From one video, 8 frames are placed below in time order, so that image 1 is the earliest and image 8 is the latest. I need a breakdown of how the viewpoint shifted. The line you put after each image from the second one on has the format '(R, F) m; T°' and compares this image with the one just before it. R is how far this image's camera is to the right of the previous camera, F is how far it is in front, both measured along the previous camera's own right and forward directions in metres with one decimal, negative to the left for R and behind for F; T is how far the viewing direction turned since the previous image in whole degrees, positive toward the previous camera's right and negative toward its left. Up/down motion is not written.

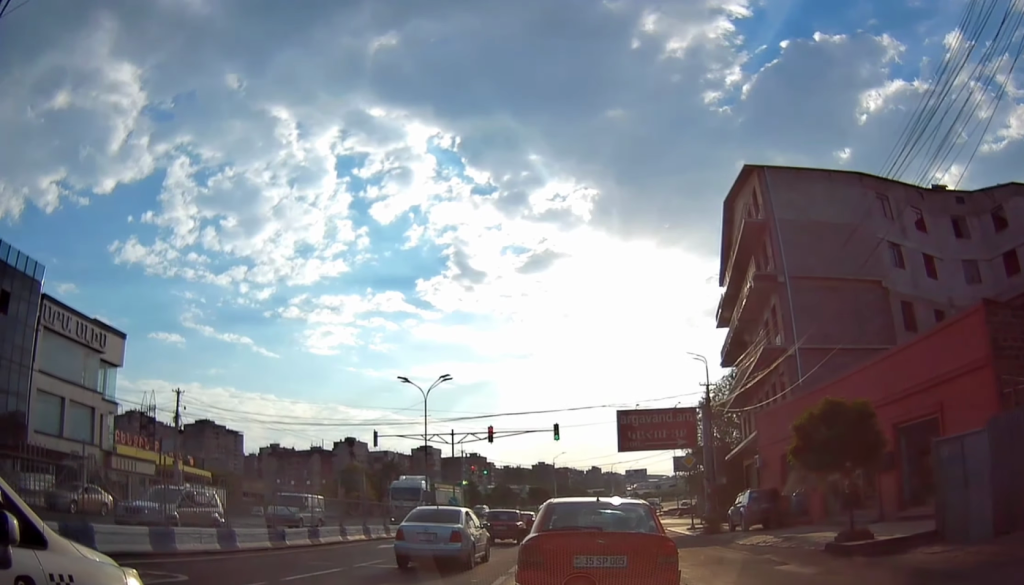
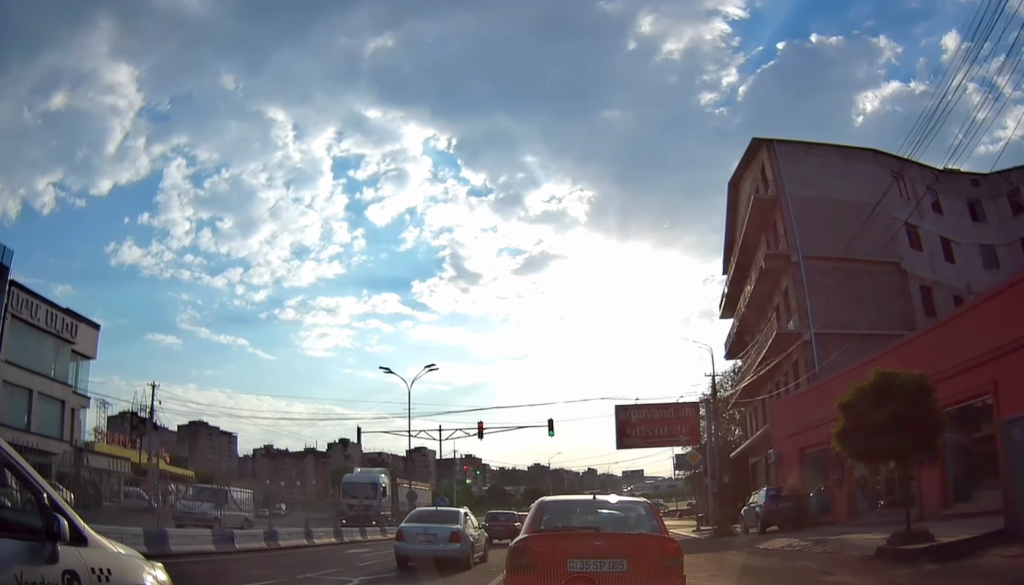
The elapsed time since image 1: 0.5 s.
(0.0, +2.8) m; 0°
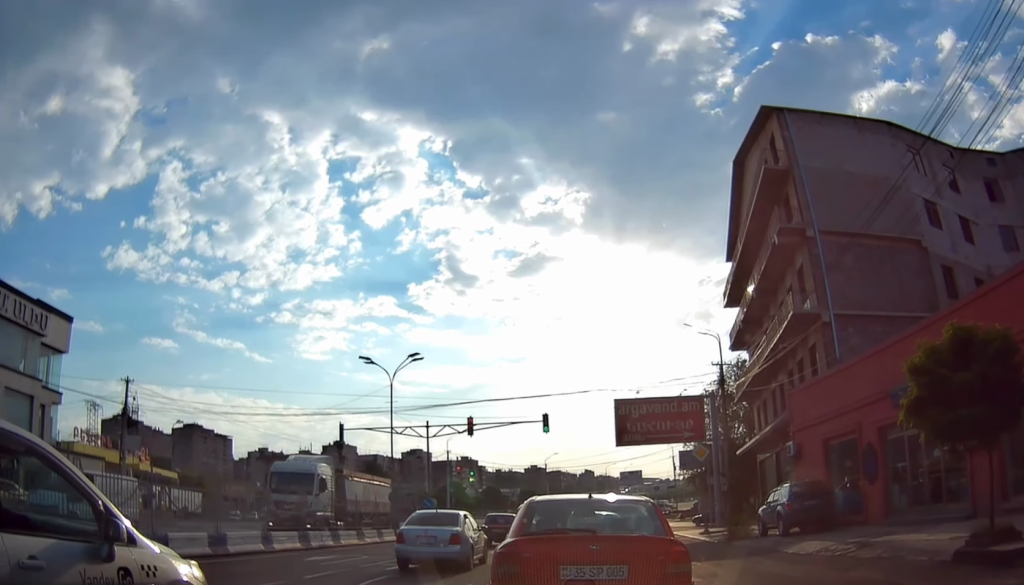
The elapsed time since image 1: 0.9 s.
(-0.1, +2.9) m; +1°
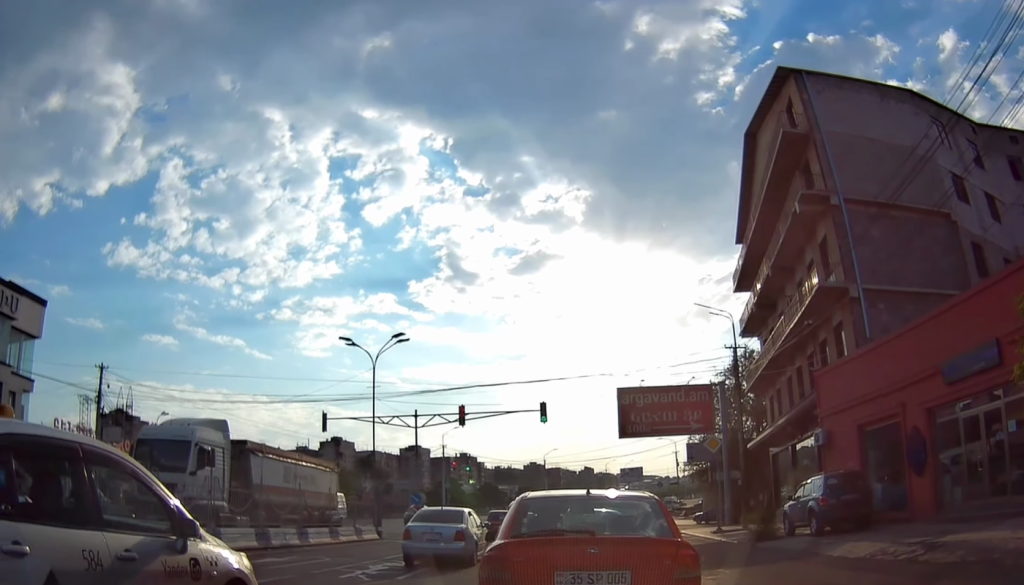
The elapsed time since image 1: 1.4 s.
(-0.1, +3.1) m; +1°
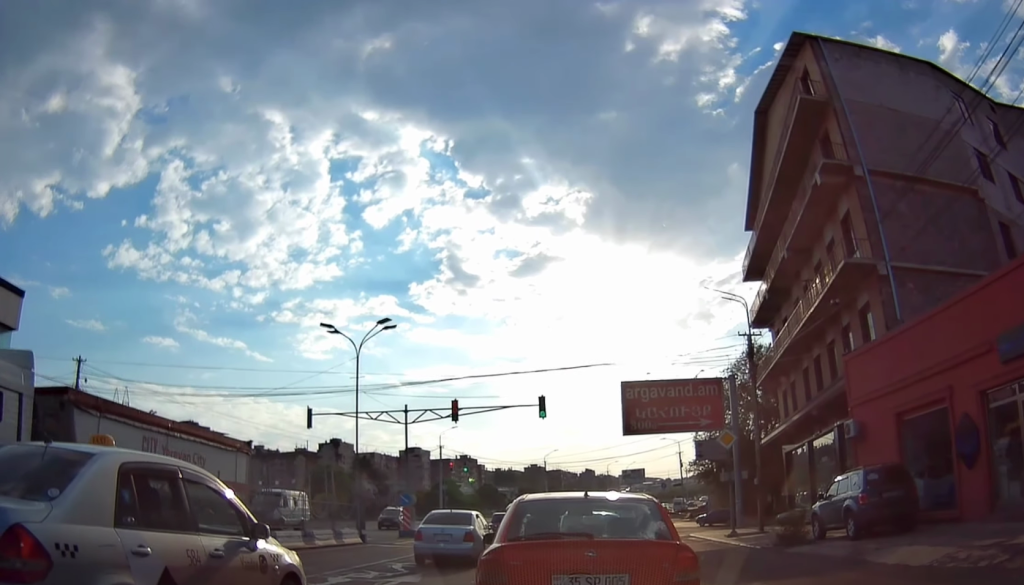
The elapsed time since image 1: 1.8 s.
(+0.1, +2.8) m; +2°
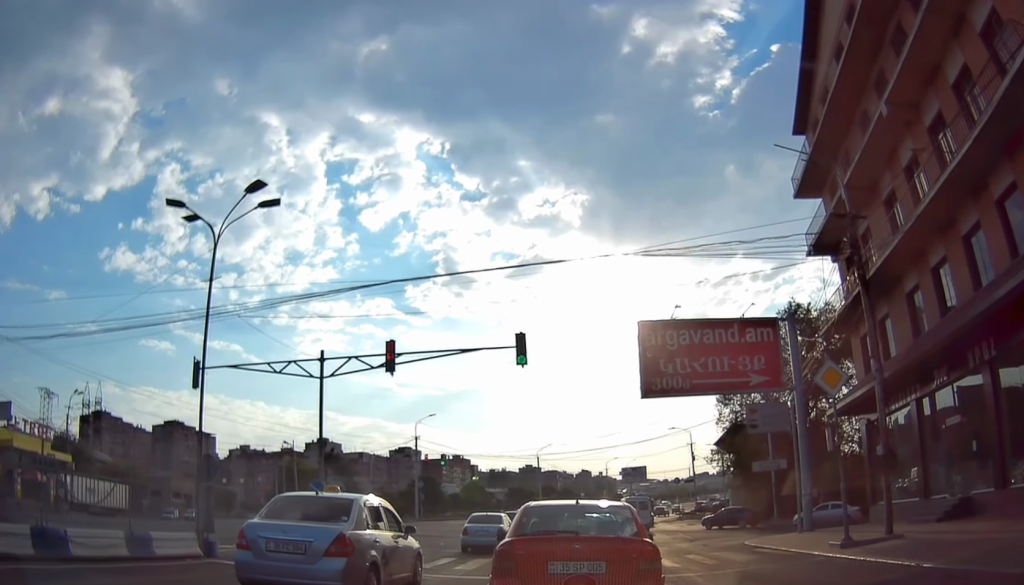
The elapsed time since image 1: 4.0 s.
(+0.5, +13.1) m; +4°
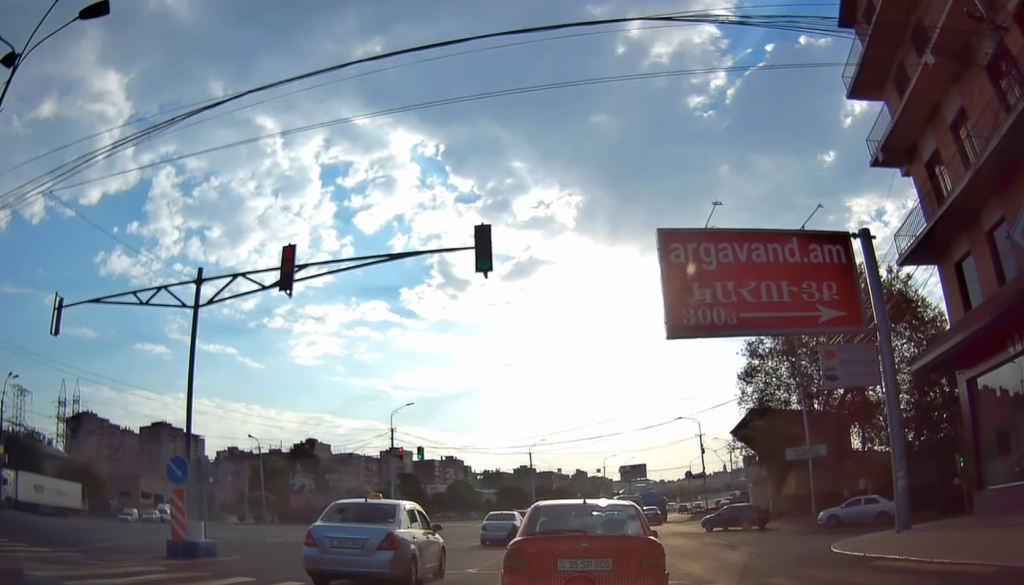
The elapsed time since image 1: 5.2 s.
(+0.4, +8.7) m; +1°
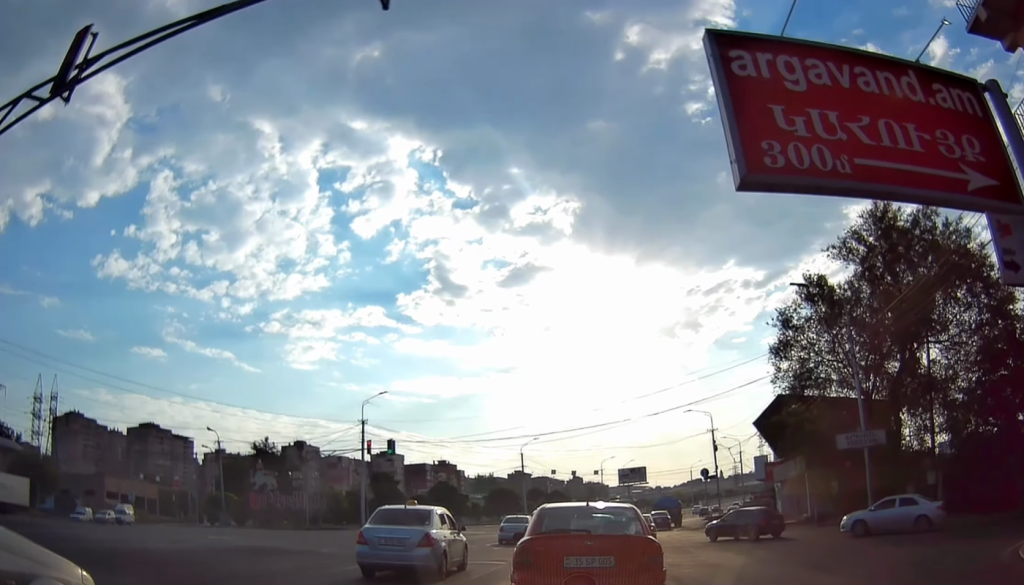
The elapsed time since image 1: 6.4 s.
(-0.4, +8.9) m; -3°
